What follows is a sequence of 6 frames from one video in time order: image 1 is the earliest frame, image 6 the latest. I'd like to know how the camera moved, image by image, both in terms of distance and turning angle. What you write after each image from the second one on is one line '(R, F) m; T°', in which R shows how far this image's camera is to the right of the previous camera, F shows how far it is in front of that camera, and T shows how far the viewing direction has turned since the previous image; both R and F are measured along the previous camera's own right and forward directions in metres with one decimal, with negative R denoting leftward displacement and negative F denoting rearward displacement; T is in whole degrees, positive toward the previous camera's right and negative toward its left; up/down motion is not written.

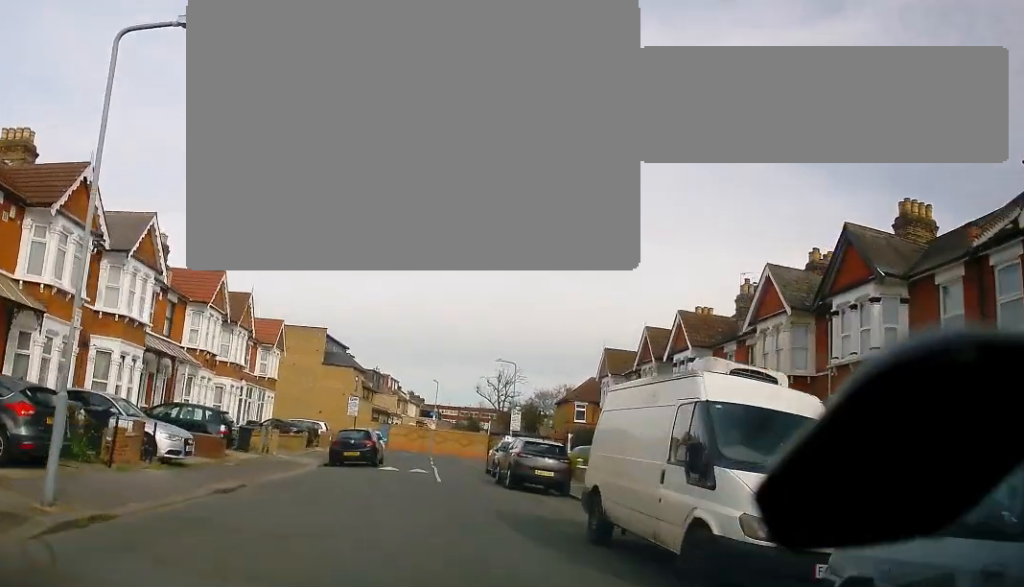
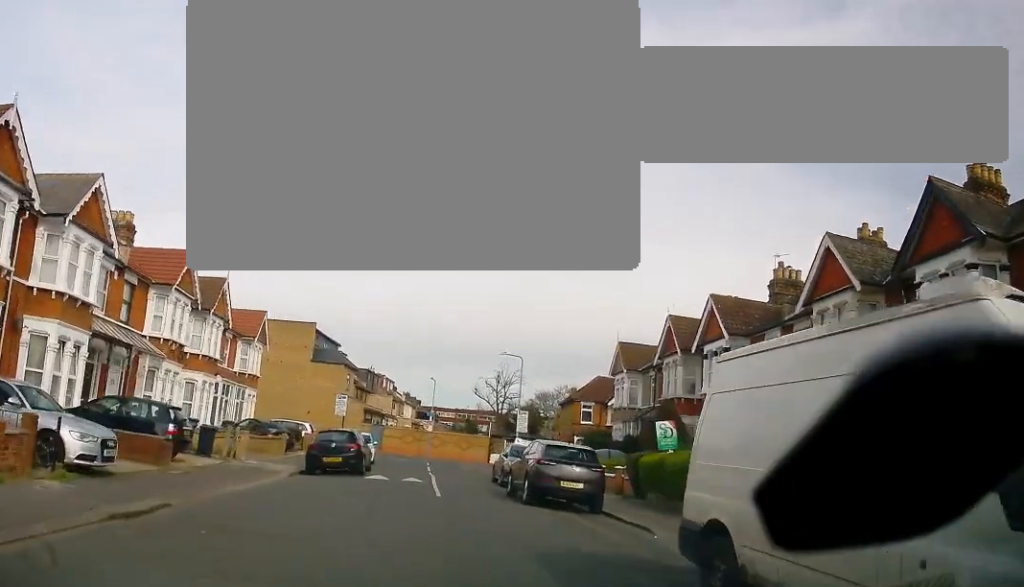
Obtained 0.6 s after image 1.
(+0.3, +4.4) m; 0°
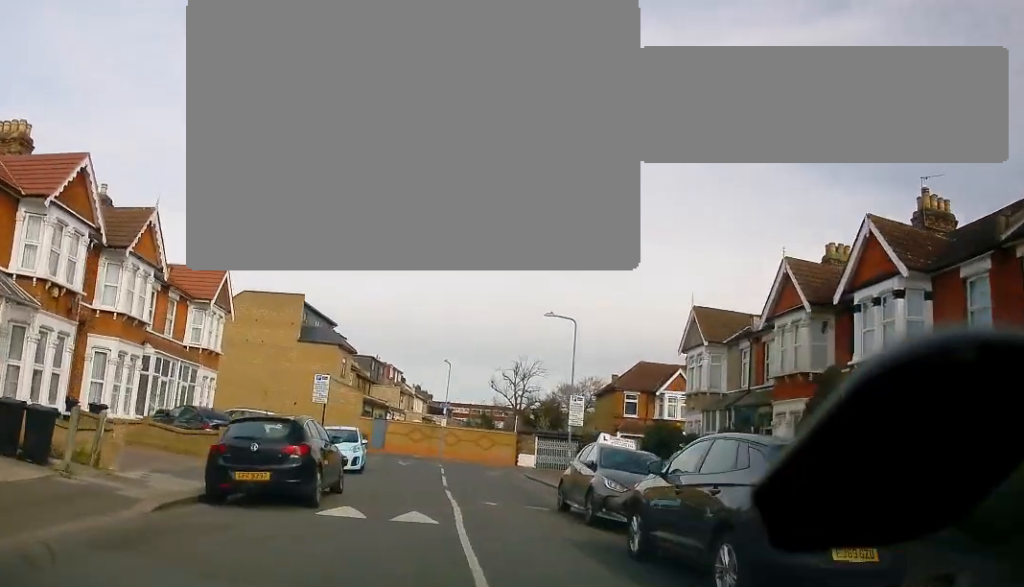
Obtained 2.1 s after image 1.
(-0.5, +11.0) m; -5°
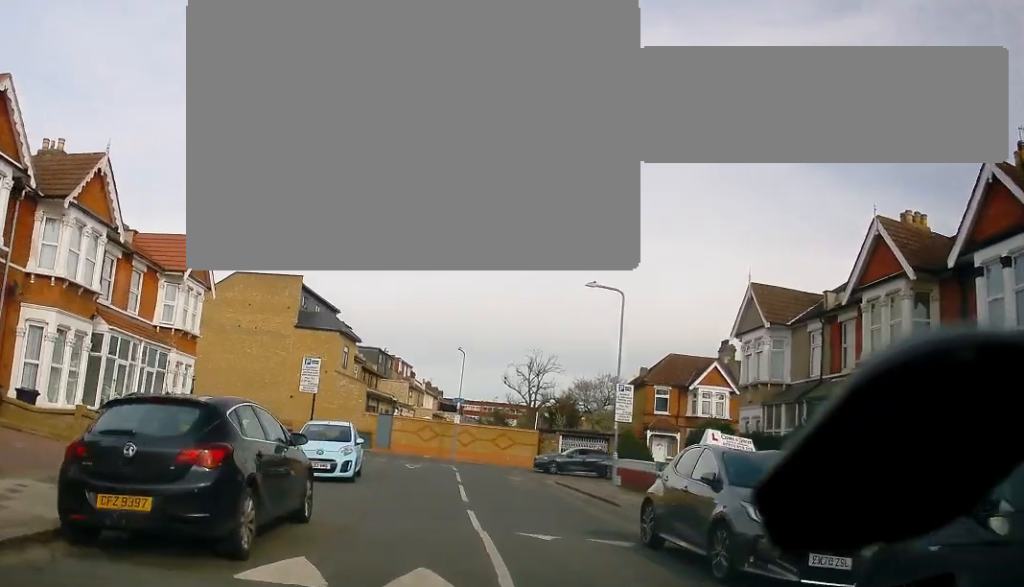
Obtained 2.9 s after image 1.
(-0.1, +5.0) m; +2°
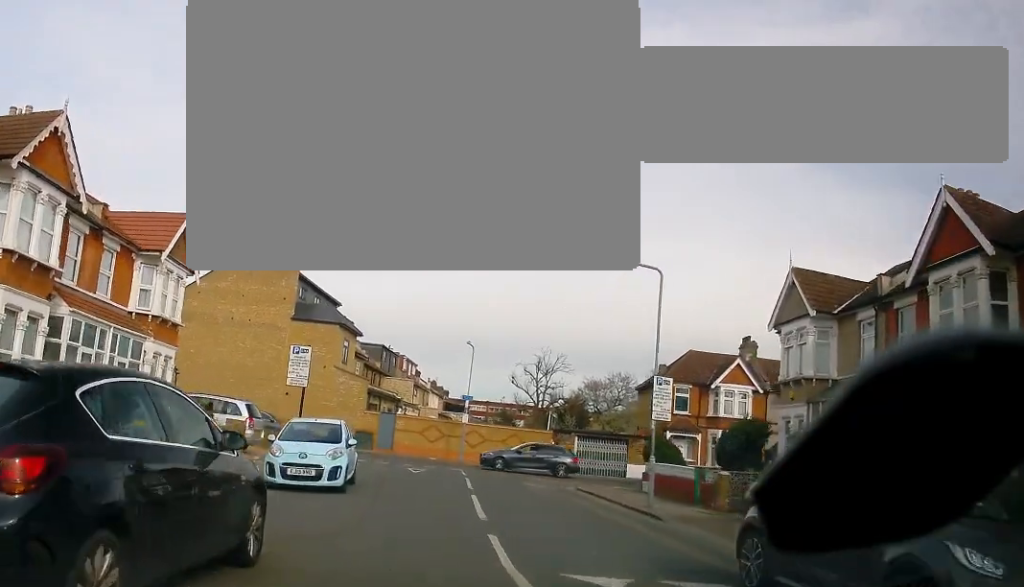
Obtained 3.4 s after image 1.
(+0.1, +2.8) m; +1°
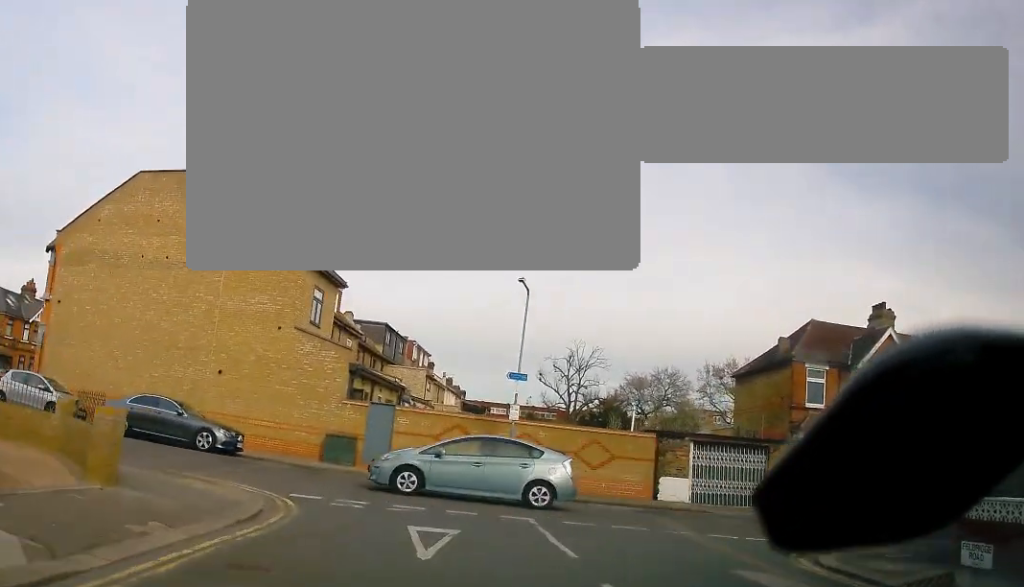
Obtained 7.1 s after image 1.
(0.0, +16.2) m; -2°
